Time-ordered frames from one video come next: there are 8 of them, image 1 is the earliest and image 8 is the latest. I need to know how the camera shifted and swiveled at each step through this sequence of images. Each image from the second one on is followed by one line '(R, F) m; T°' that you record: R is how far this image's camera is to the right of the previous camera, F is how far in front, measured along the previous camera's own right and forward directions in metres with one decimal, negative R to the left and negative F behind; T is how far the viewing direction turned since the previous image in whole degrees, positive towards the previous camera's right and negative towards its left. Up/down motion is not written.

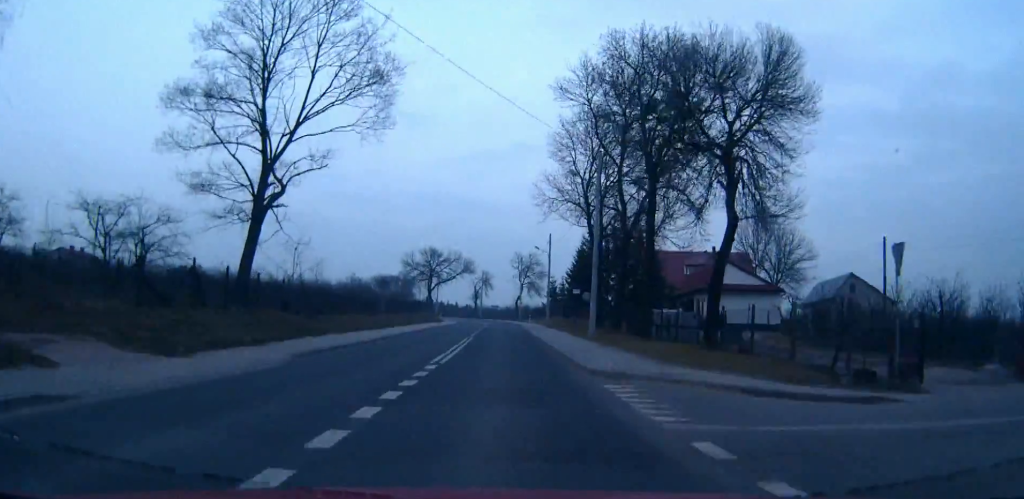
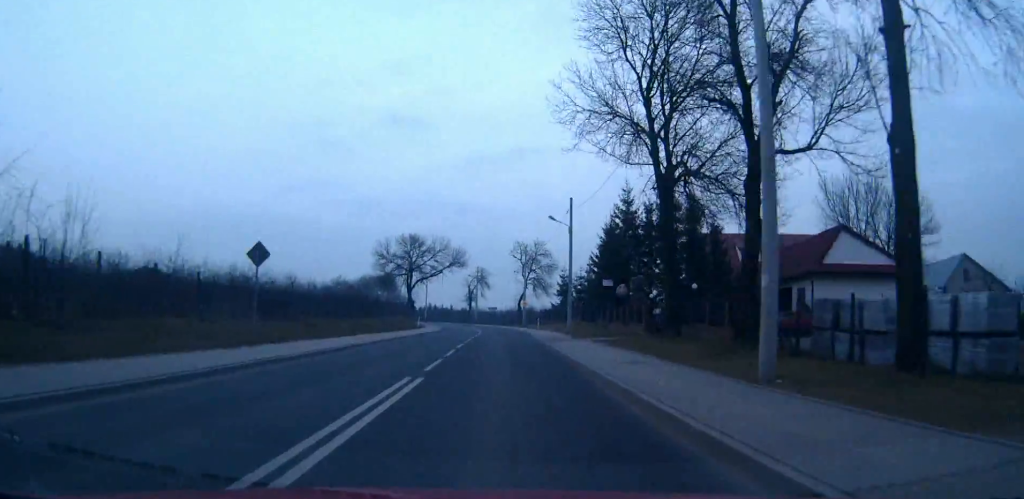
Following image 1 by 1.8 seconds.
(+0.1, +24.3) m; 0°
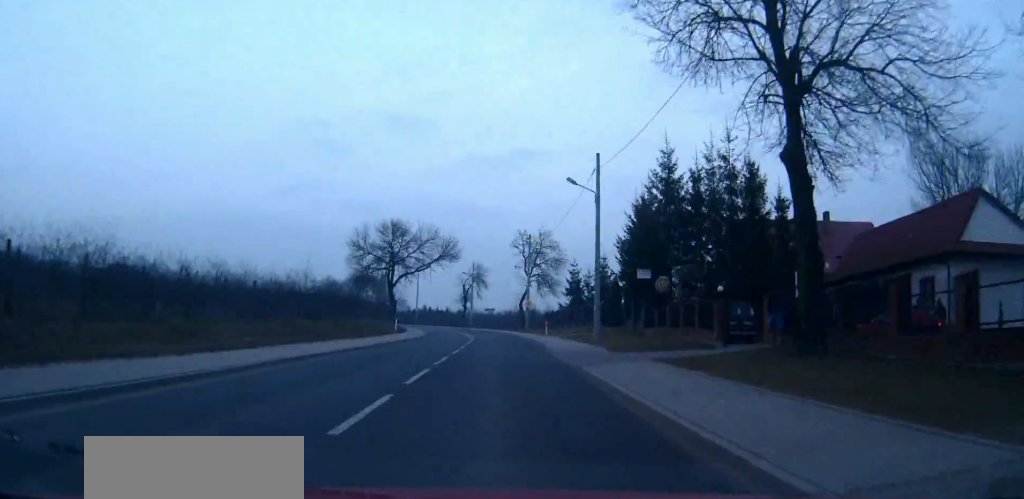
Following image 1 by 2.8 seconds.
(0.0, +14.7) m; 0°
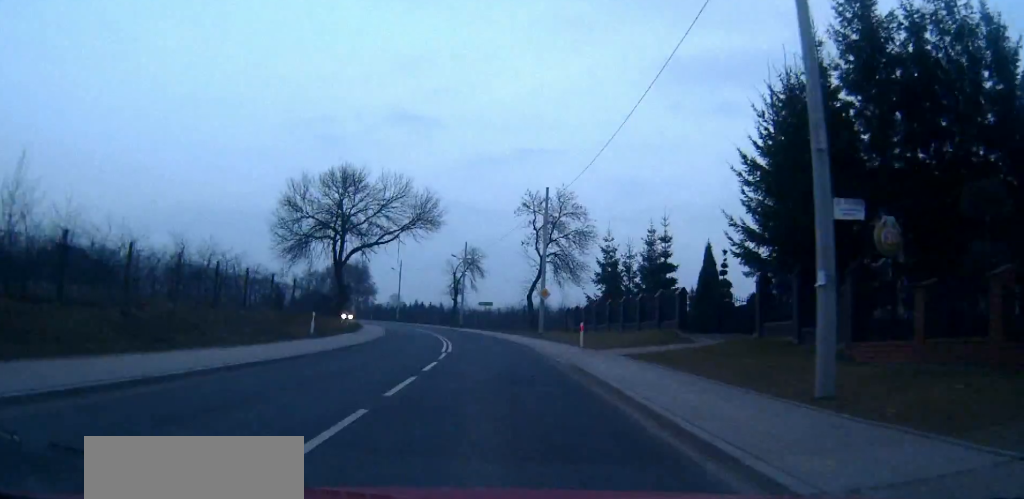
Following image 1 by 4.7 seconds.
(0.0, +25.5) m; 0°
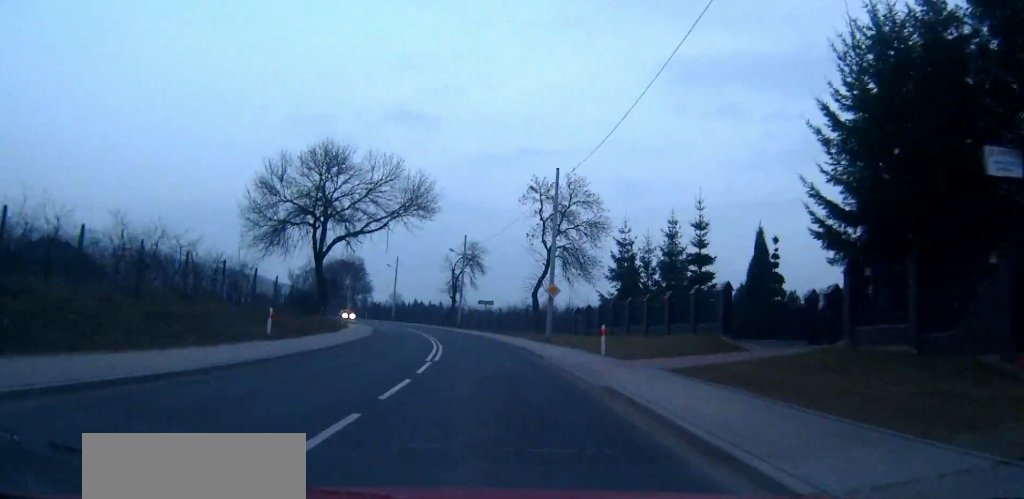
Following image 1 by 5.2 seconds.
(0.0, +6.3) m; 0°
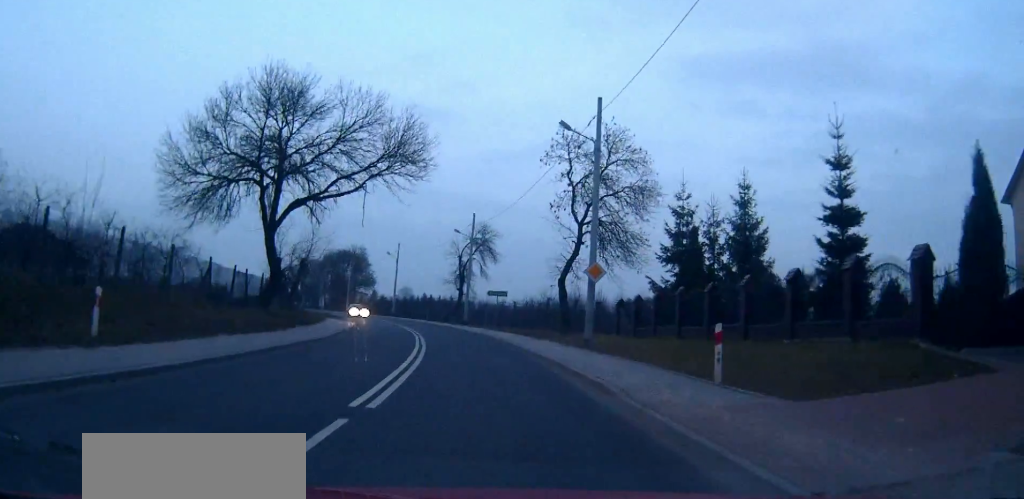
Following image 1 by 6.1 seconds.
(0.0, +12.6) m; -1°
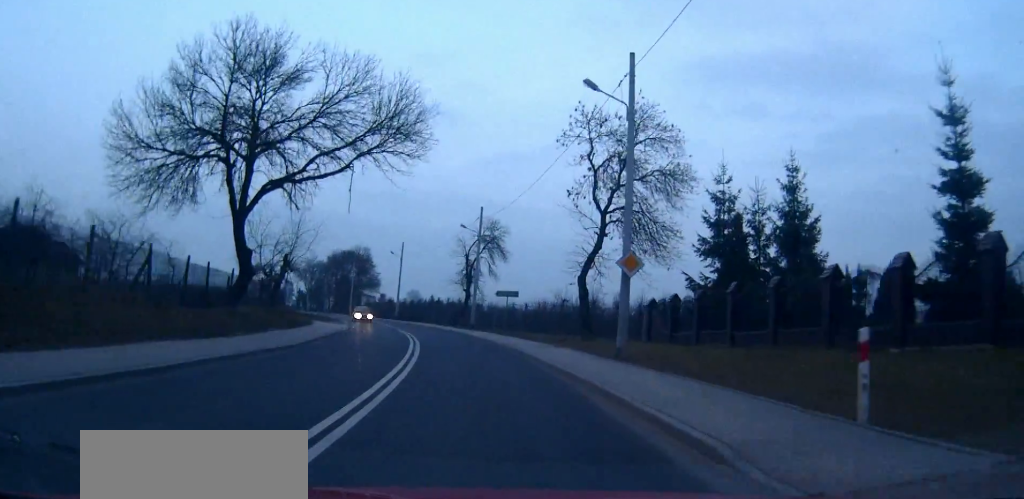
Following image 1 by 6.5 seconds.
(0.0, +5.4) m; -1°
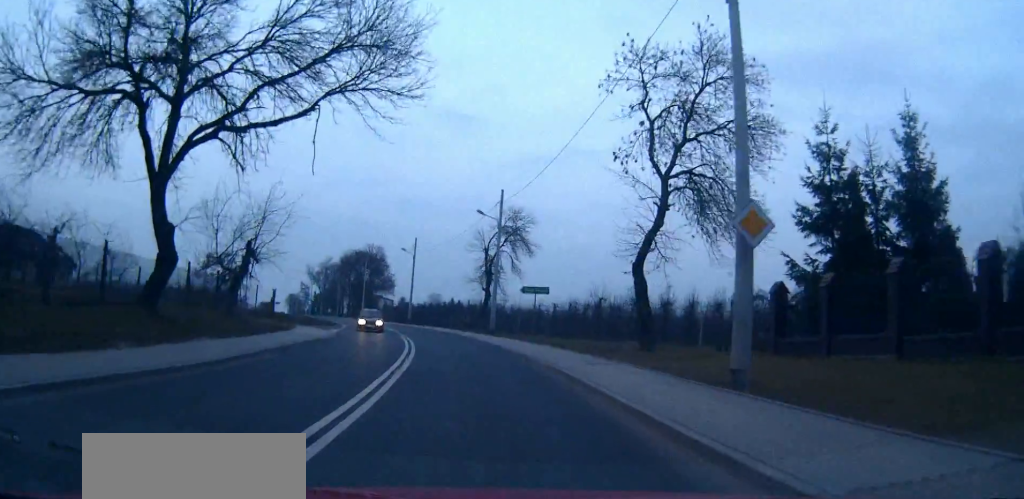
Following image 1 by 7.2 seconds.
(-0.1, +9.1) m; -1°
